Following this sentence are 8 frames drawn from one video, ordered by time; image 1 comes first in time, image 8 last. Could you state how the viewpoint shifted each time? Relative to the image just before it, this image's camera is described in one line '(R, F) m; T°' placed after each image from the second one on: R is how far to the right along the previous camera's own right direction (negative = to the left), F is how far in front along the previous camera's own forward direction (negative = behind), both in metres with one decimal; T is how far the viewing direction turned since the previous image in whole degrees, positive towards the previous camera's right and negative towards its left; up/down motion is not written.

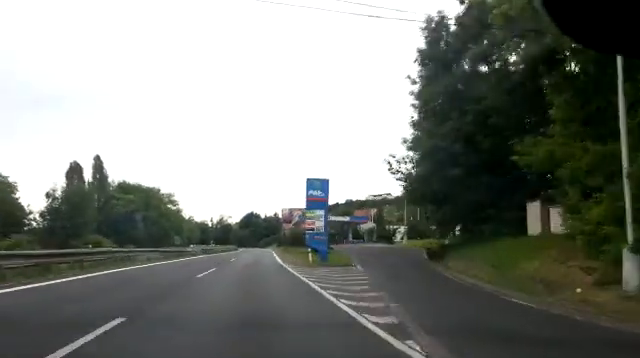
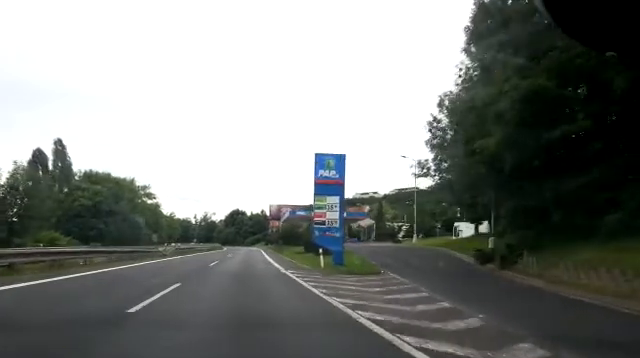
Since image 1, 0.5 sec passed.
(+0.1, +9.3) m; +1°
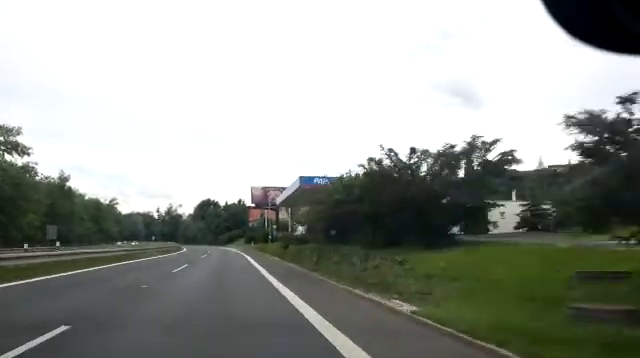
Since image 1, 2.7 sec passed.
(+1.5, +43.3) m; +2°
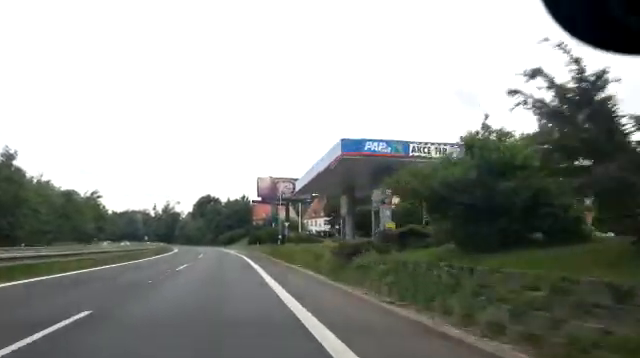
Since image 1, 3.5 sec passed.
(-0.1, +17.1) m; 0°
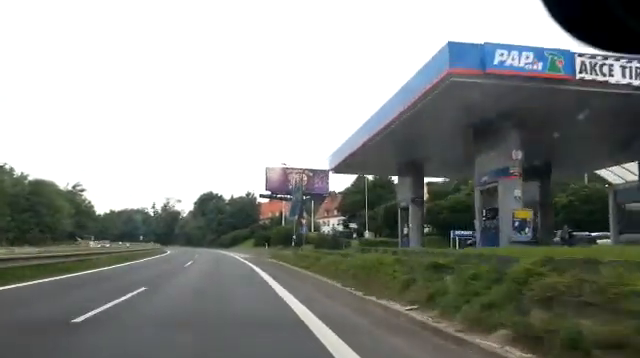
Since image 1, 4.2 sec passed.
(+0.1, +13.9) m; 0°
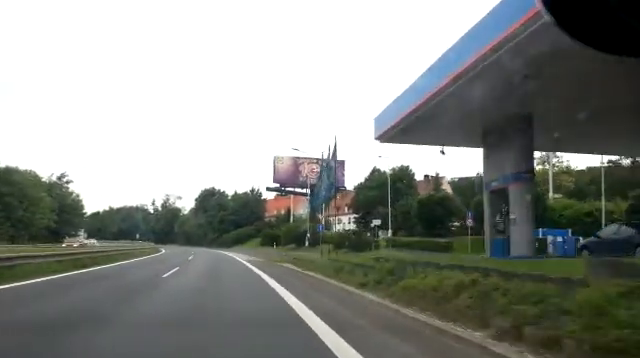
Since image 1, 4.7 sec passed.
(+0.2, +9.4) m; 0°
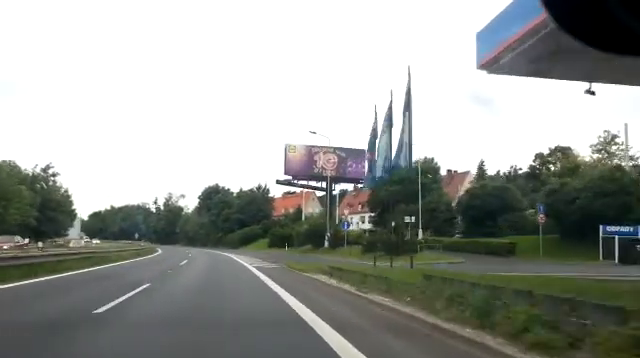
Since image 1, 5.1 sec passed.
(0.0, +8.7) m; -1°
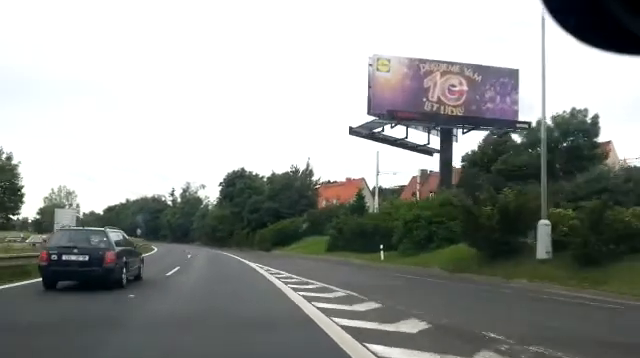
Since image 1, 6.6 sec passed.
(-0.8, +28.7) m; -2°
